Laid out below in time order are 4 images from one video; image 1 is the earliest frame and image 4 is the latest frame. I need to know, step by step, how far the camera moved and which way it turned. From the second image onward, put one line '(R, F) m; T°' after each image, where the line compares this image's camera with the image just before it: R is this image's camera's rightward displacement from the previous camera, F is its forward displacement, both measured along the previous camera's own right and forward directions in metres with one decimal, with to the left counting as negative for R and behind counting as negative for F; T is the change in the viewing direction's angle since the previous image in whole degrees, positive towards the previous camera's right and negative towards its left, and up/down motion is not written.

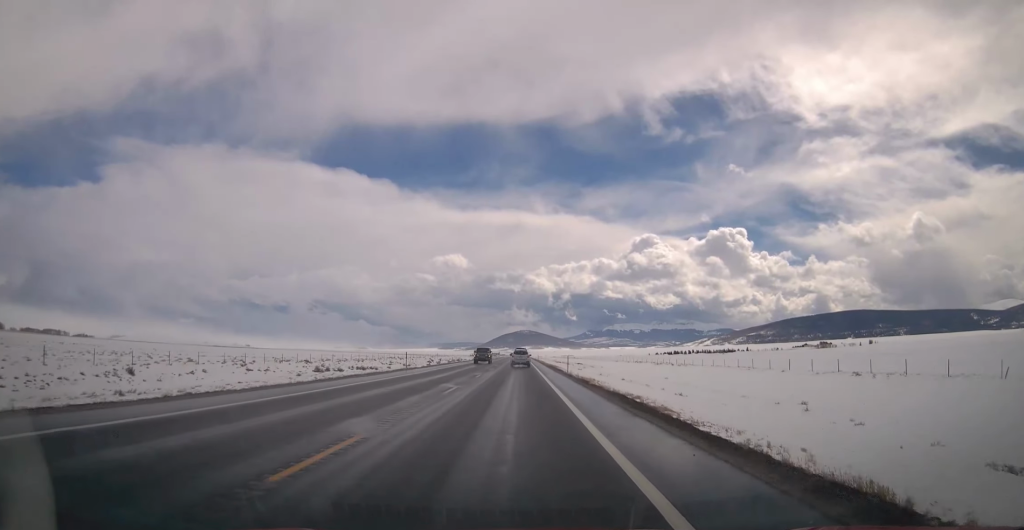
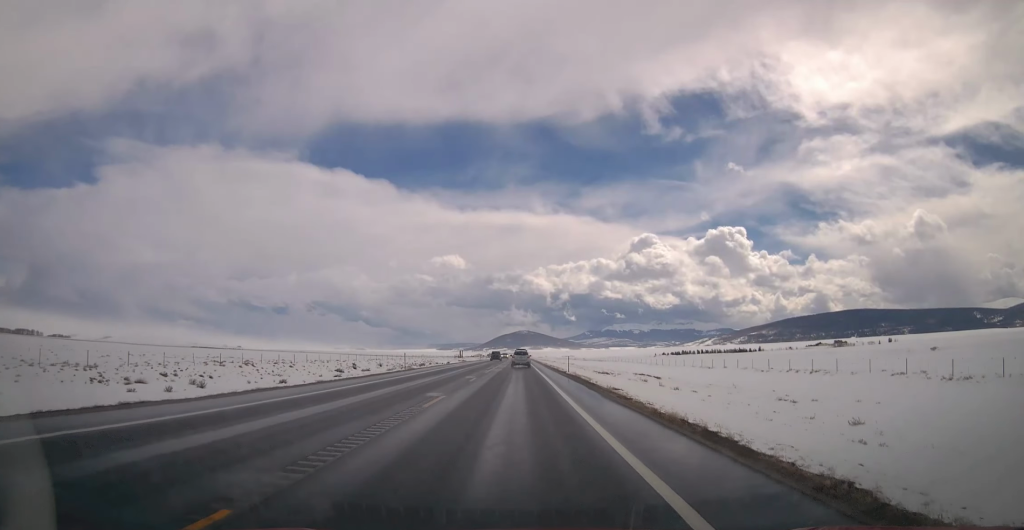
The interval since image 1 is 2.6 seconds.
(0.0, +78.1) m; +1°
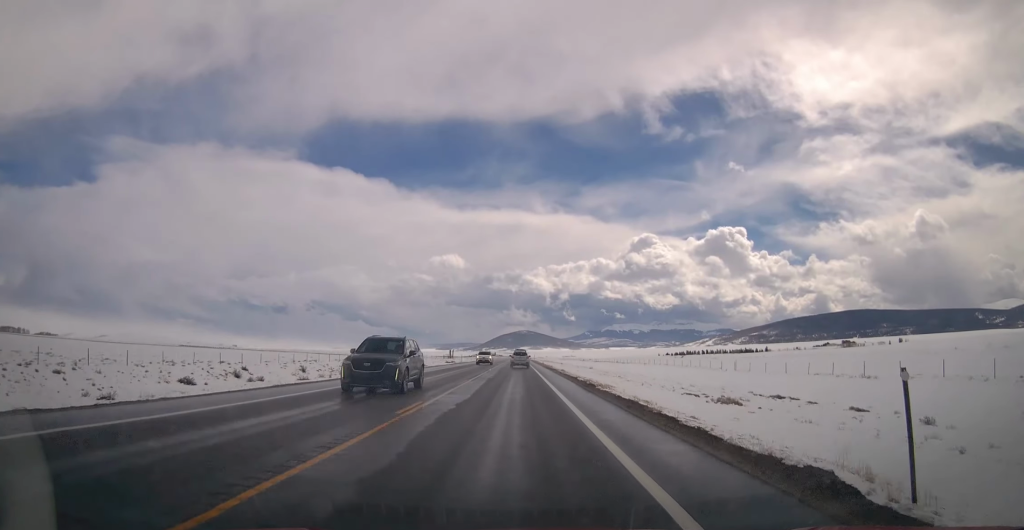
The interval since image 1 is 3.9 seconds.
(-0.6, +38.1) m; -1°
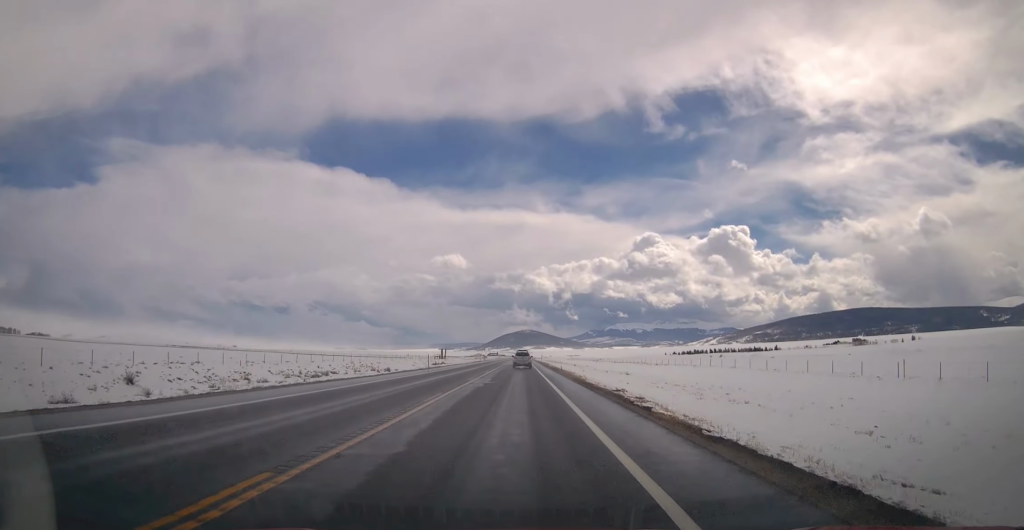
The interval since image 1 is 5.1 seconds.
(+0.4, +33.6) m; +1°
